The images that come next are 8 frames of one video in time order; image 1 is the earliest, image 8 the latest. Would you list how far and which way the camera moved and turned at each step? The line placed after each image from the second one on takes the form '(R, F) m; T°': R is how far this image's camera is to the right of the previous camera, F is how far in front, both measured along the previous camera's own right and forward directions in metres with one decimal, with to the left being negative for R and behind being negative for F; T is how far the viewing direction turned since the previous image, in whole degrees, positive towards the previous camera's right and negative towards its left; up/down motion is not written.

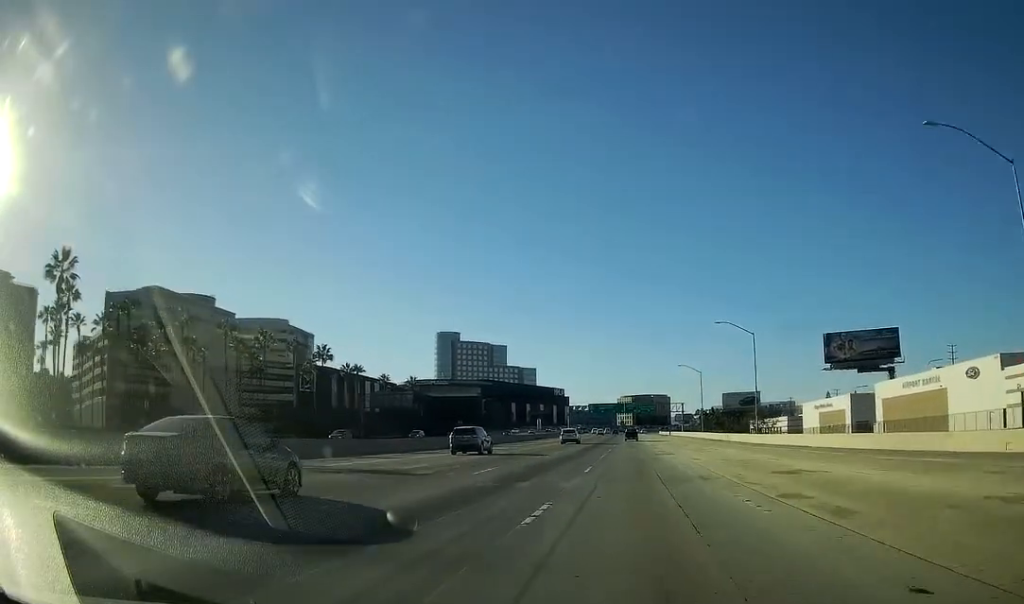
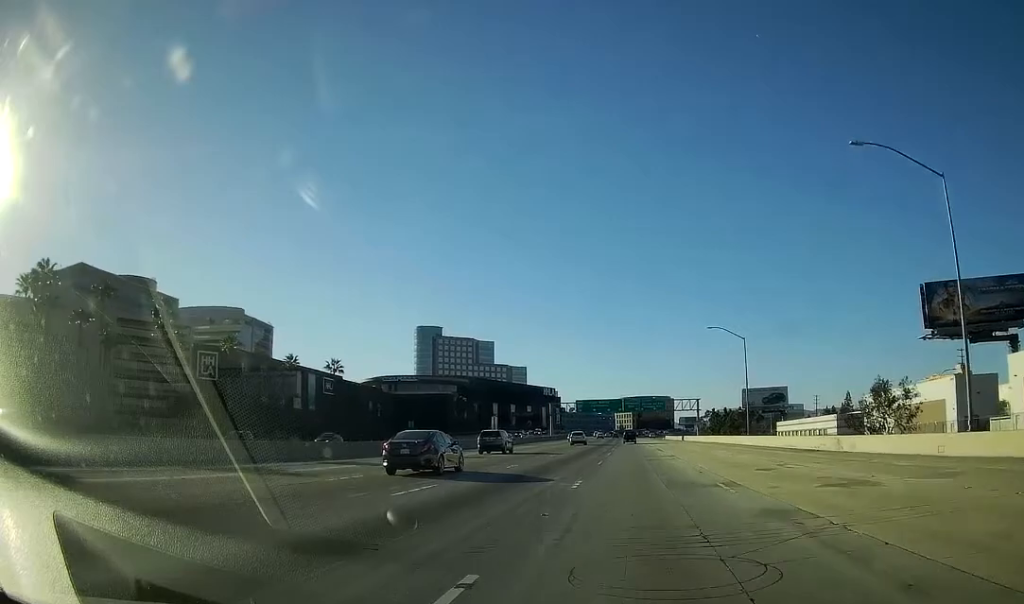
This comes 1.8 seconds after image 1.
(-0.1, +51.9) m; 0°
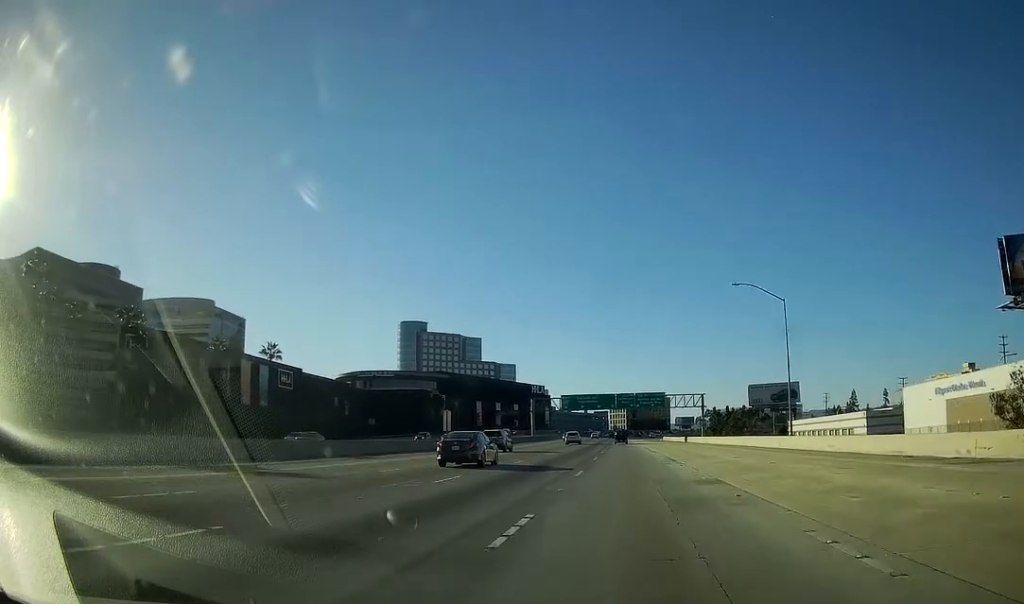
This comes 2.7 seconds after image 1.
(+0.1, +23.6) m; +1°
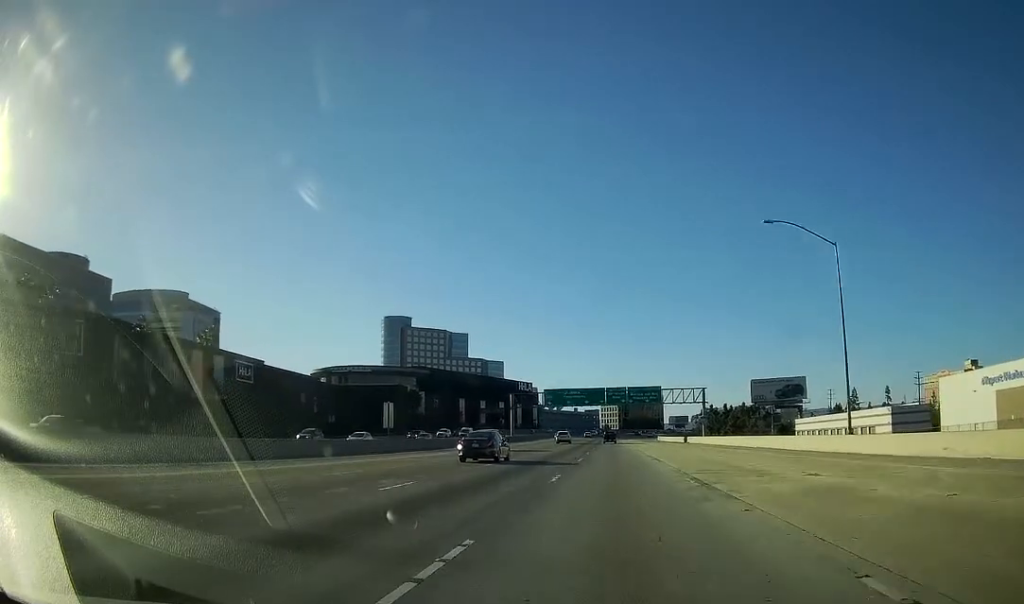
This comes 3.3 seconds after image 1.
(+0.3, +18.0) m; 0°
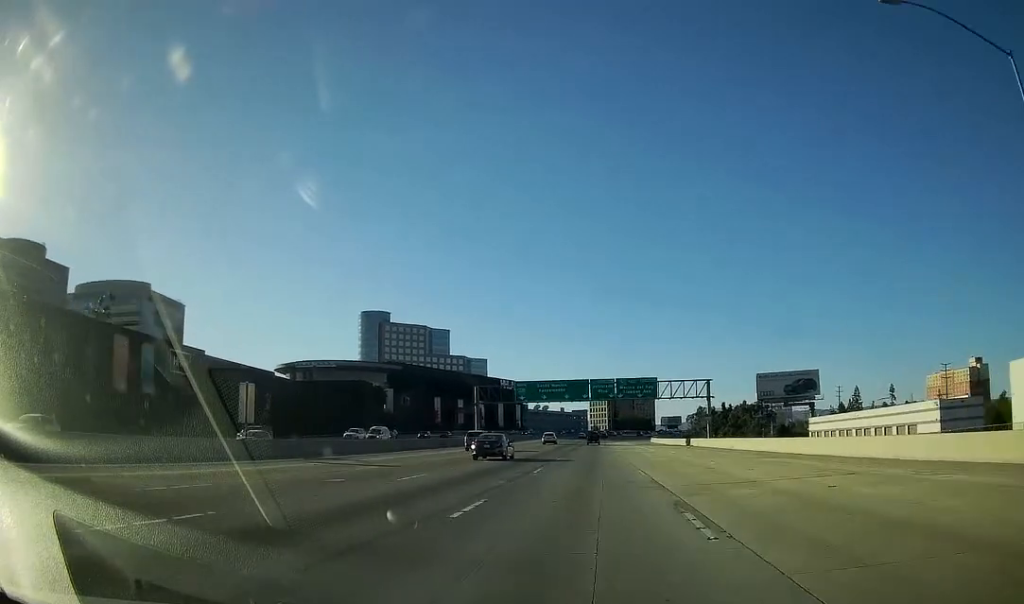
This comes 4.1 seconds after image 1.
(-0.2, +23.7) m; 0°
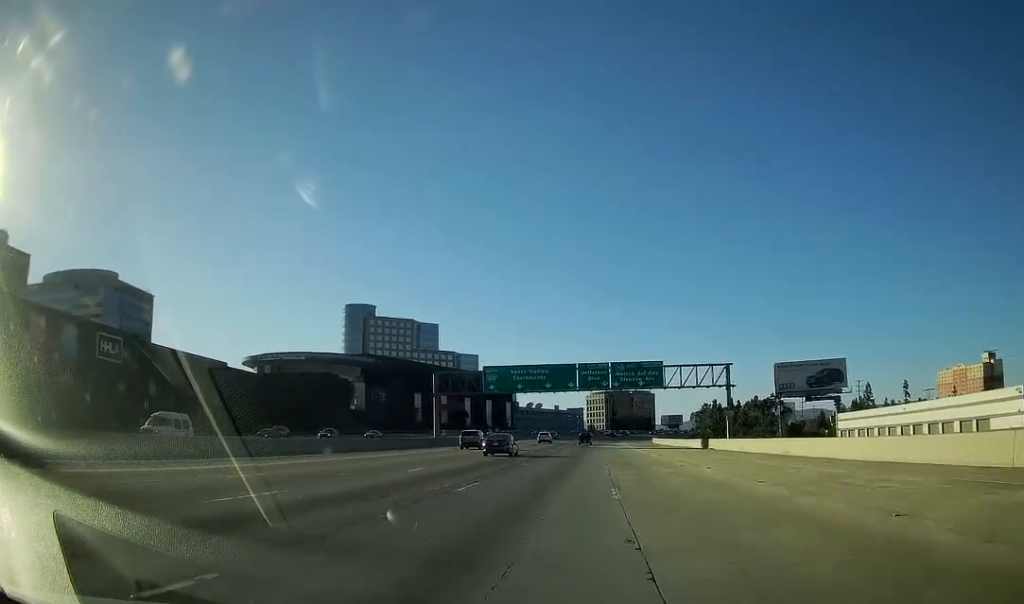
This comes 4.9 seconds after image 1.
(0.0, +22.9) m; 0°
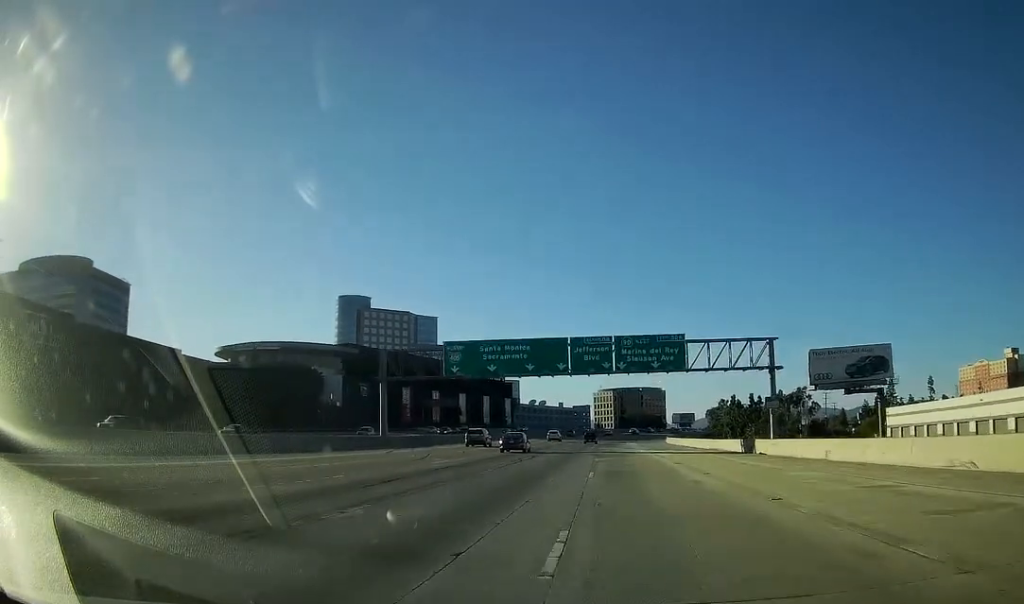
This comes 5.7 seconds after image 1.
(+0.4, +22.9) m; 0°
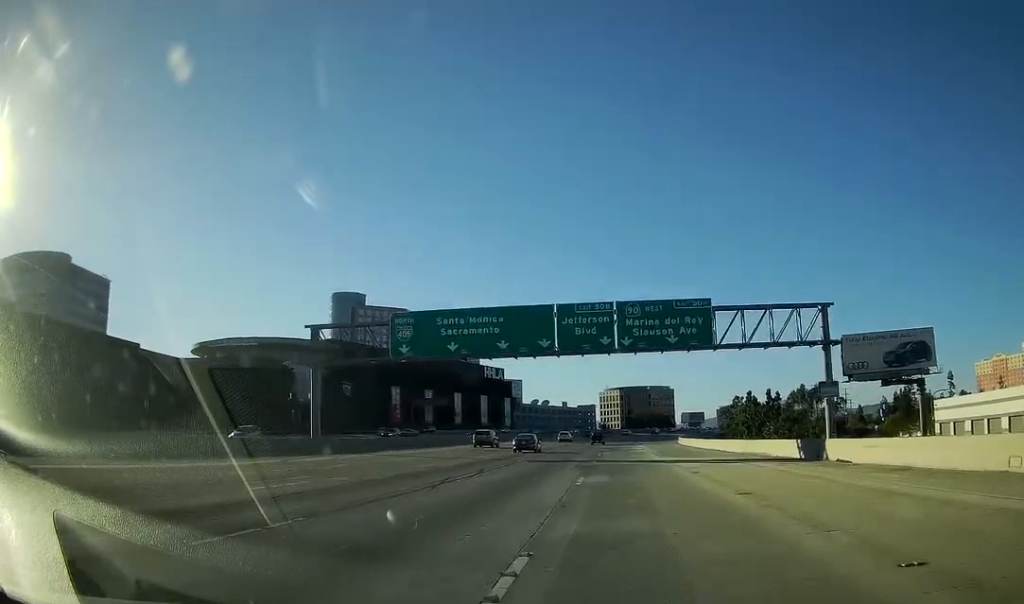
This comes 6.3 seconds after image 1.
(-0.3, +17.3) m; 0°
